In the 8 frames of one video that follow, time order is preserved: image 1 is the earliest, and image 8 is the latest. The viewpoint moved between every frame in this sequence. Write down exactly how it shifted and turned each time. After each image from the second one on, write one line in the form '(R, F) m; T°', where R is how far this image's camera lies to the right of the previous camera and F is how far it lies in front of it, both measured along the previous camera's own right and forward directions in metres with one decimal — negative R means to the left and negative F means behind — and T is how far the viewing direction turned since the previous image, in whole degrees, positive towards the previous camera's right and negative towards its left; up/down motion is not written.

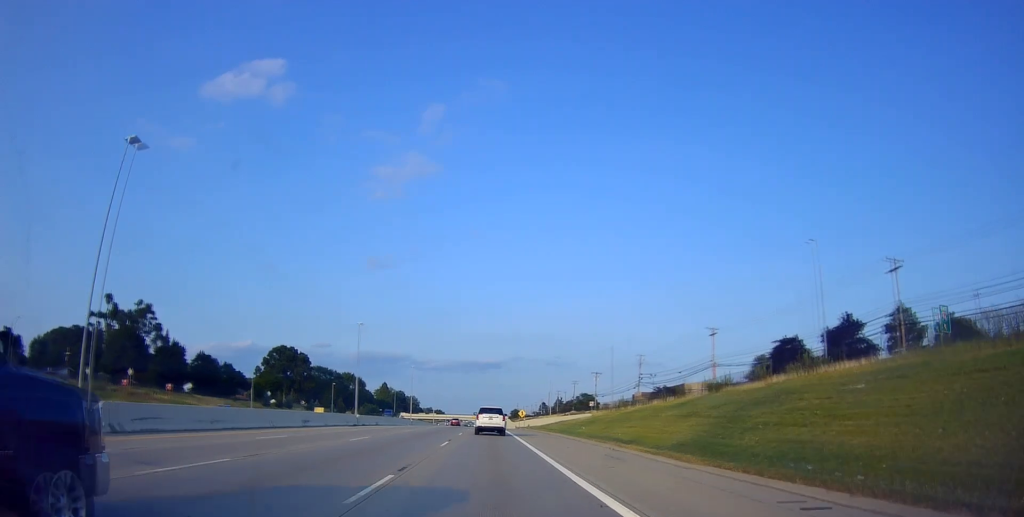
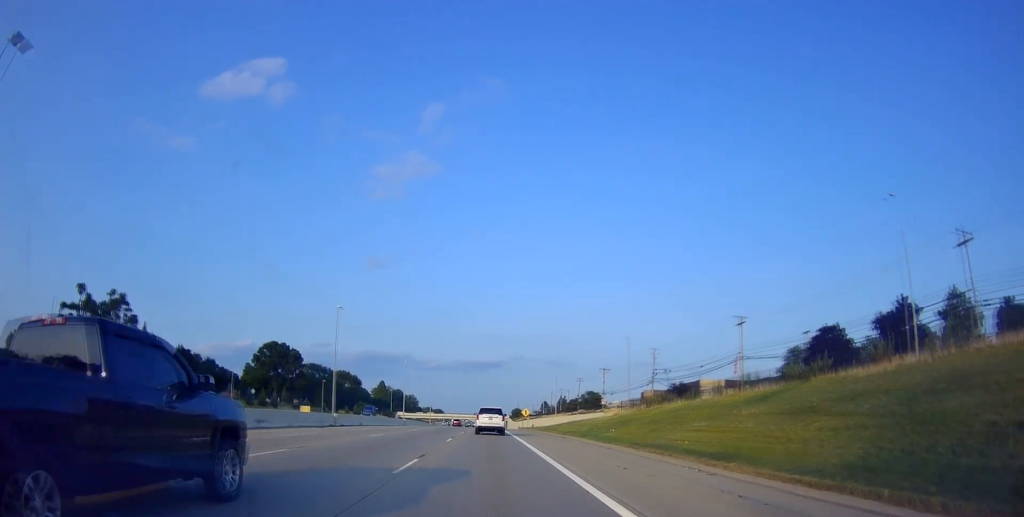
(0.0, +11.5) m; 0°
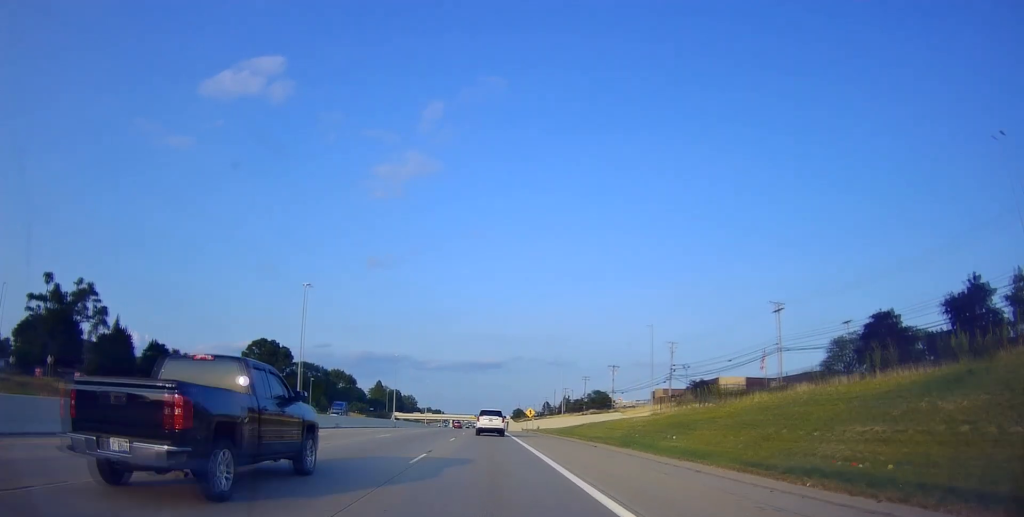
(-0.1, +12.1) m; +1°
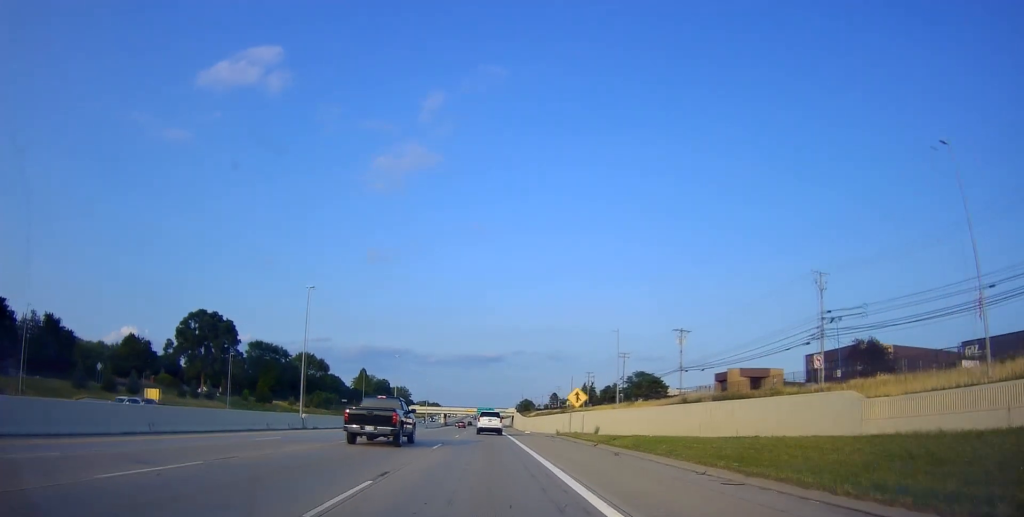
(+0.3, +52.3) m; 0°
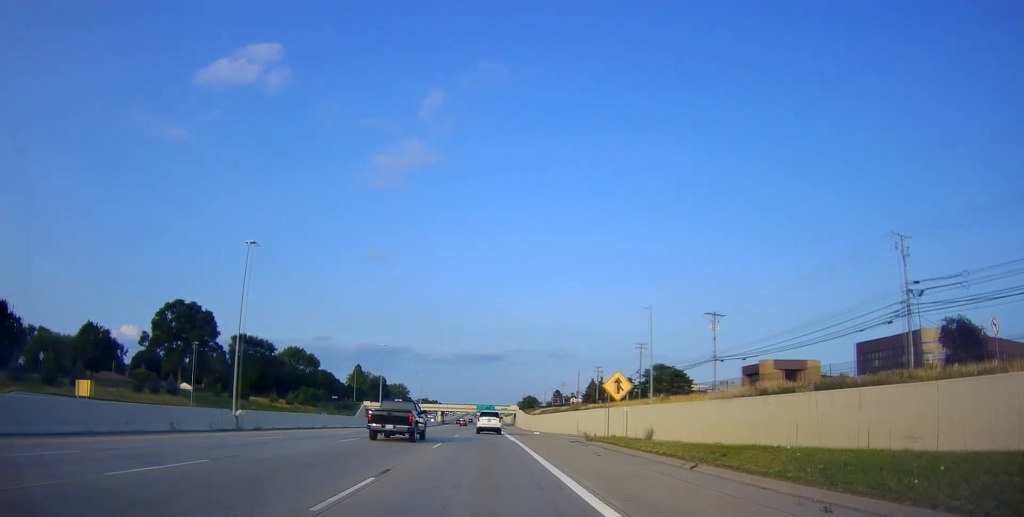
(+0.2, +14.6) m; +1°
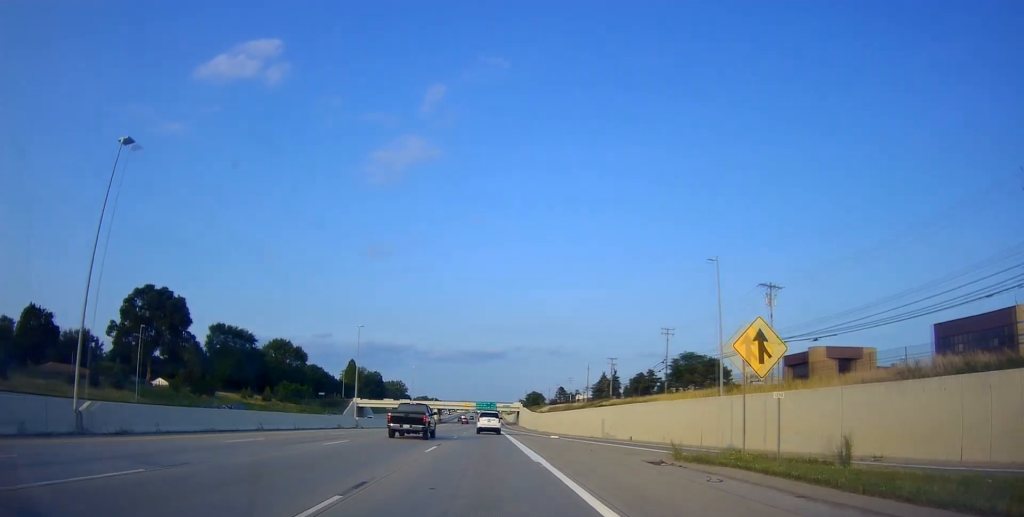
(+0.2, +17.2) m; +1°
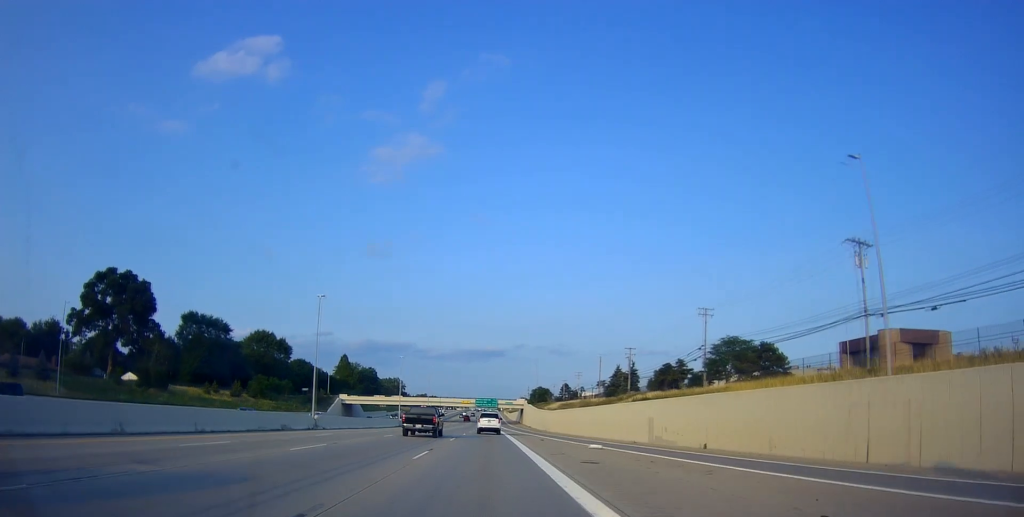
(+0.1, +18.5) m; -1°
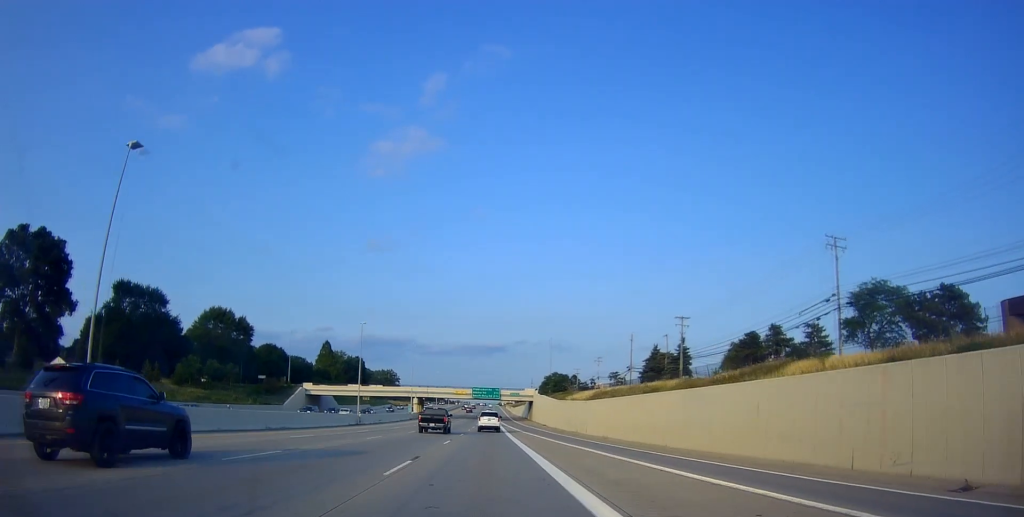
(-0.7, +34.7) m; -1°
